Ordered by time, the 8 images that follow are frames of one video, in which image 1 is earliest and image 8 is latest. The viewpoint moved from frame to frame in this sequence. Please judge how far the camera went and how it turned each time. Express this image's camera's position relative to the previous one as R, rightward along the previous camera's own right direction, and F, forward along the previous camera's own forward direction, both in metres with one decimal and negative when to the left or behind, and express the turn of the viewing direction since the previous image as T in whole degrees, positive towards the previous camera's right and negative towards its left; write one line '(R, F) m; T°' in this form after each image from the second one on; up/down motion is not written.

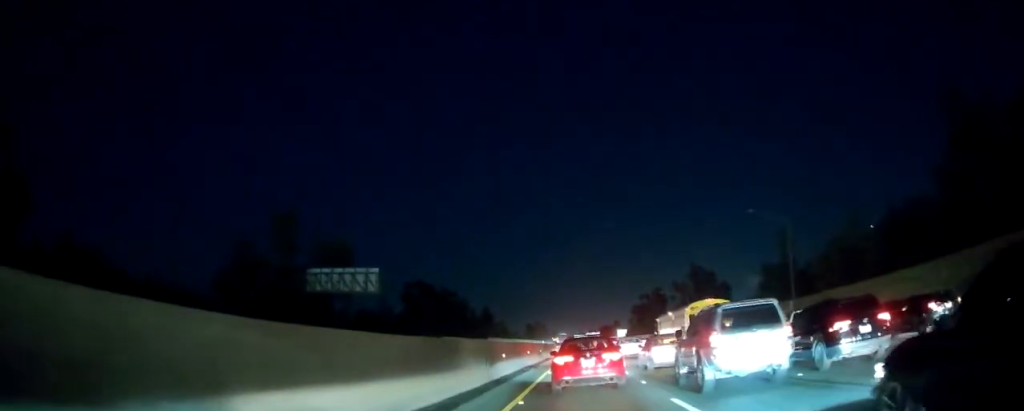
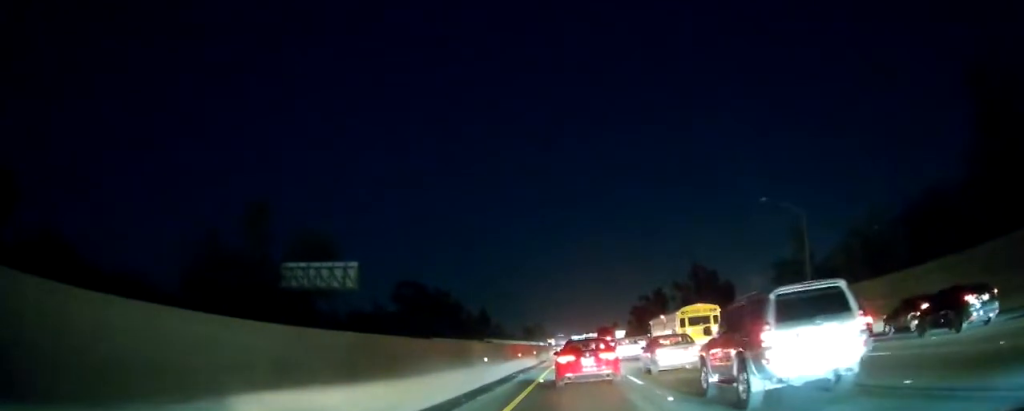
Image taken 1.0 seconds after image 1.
(0.0, +4.7) m; +2°
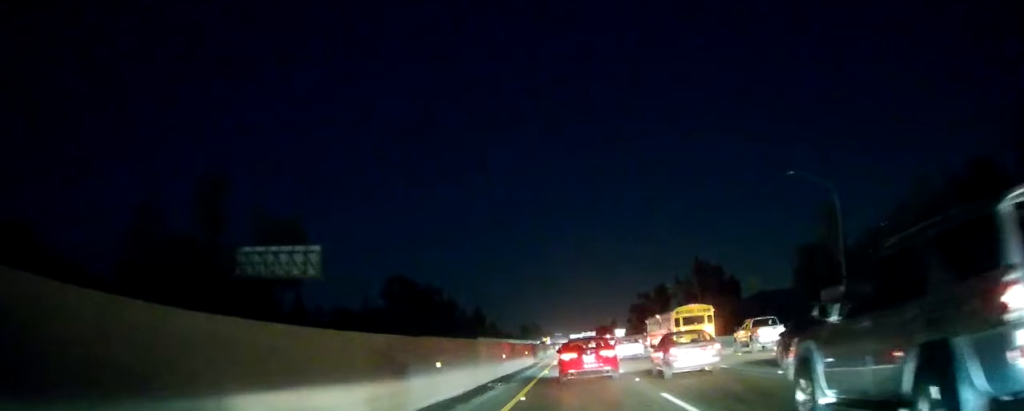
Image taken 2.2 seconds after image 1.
(+0.1, +6.7) m; -1°
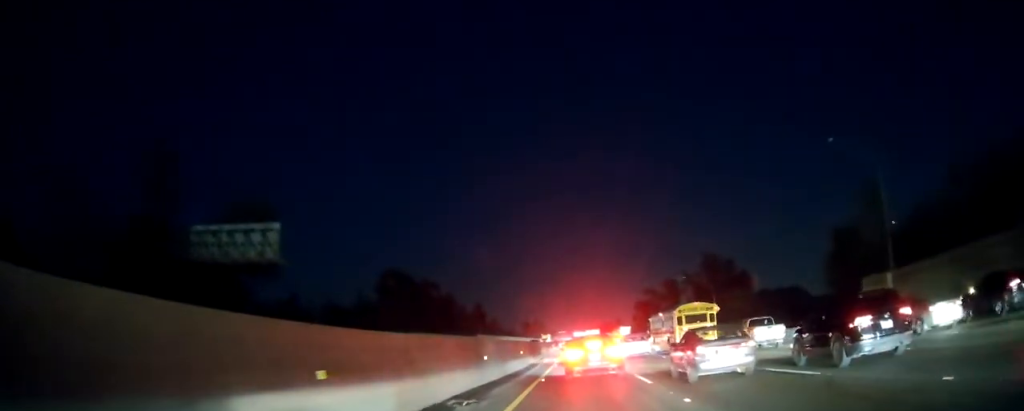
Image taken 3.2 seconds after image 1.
(-0.2, +7.0) m; -2°
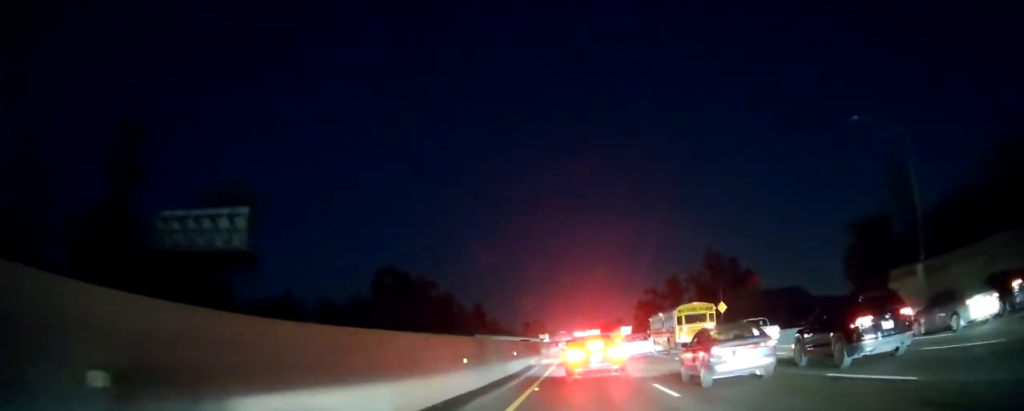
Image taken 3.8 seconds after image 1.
(-0.1, +4.1) m; +1°
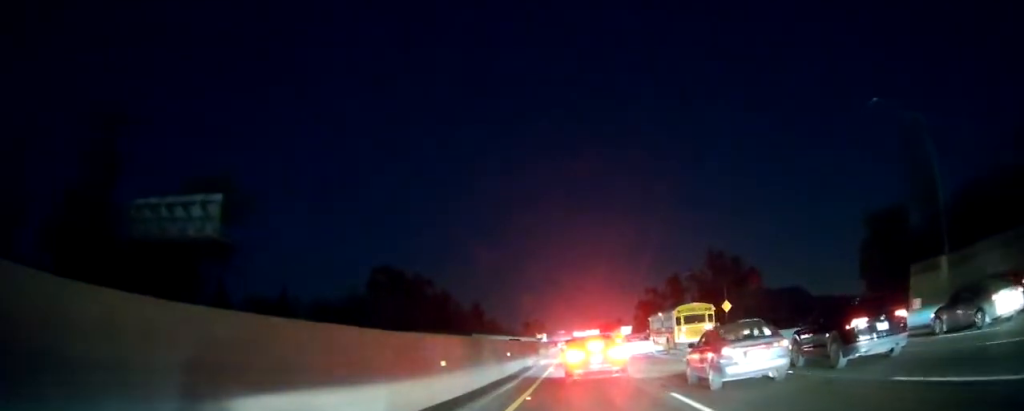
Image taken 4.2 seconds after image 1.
(+0.1, +3.2) m; 0°
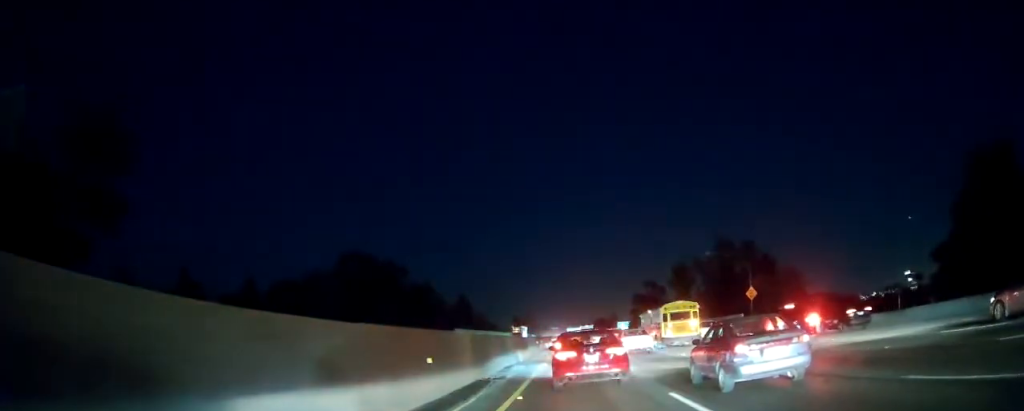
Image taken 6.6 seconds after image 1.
(-0.1, +16.6) m; 0°
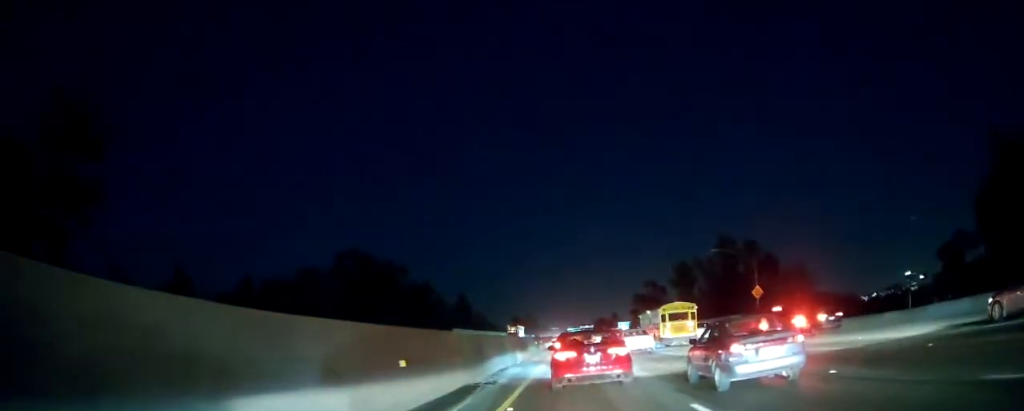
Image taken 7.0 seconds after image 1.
(0.0, +2.5) m; 0°
